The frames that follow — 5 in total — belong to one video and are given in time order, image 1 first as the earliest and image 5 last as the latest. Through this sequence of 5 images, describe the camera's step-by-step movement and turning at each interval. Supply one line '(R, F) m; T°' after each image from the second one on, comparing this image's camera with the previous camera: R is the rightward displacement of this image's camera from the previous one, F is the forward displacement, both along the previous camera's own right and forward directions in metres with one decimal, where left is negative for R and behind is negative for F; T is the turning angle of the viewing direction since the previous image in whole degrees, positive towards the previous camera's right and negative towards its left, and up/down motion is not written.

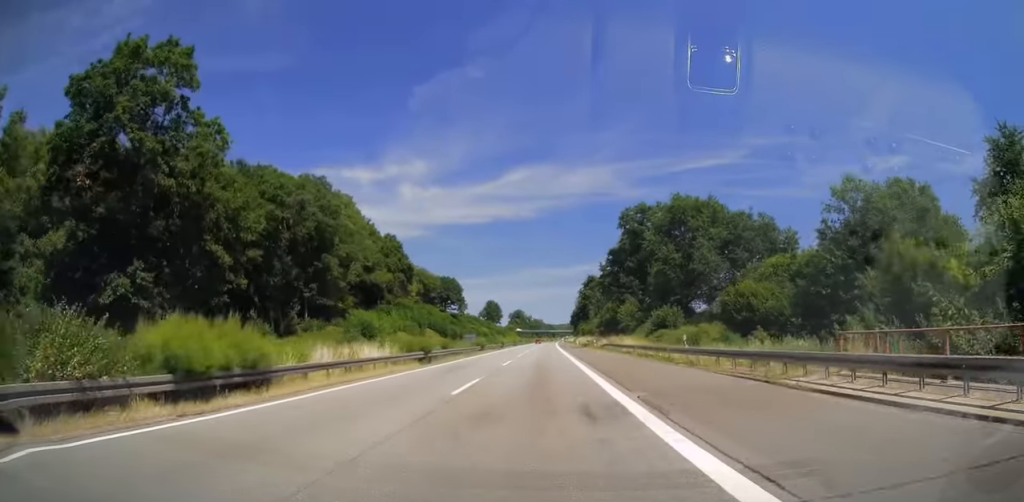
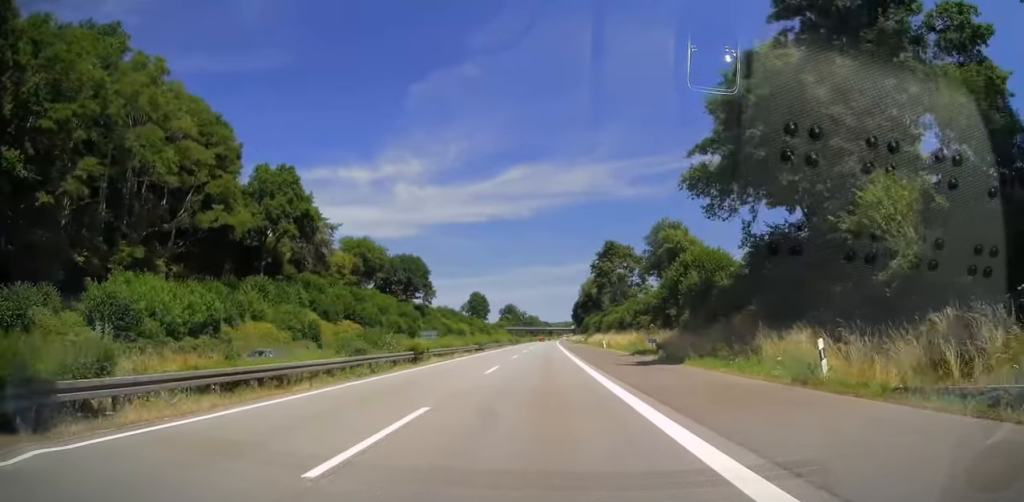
(+0.2, +63.6) m; 0°
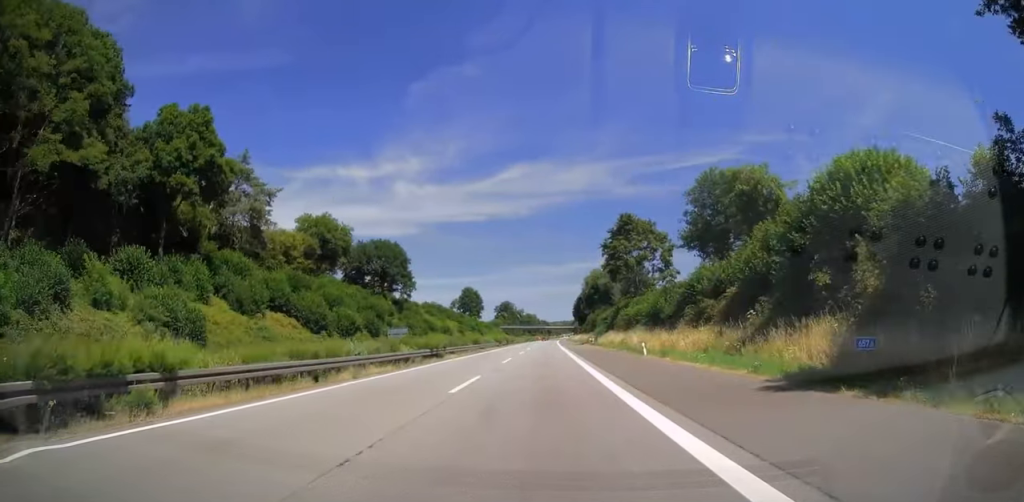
(+0.2, +26.6) m; 0°
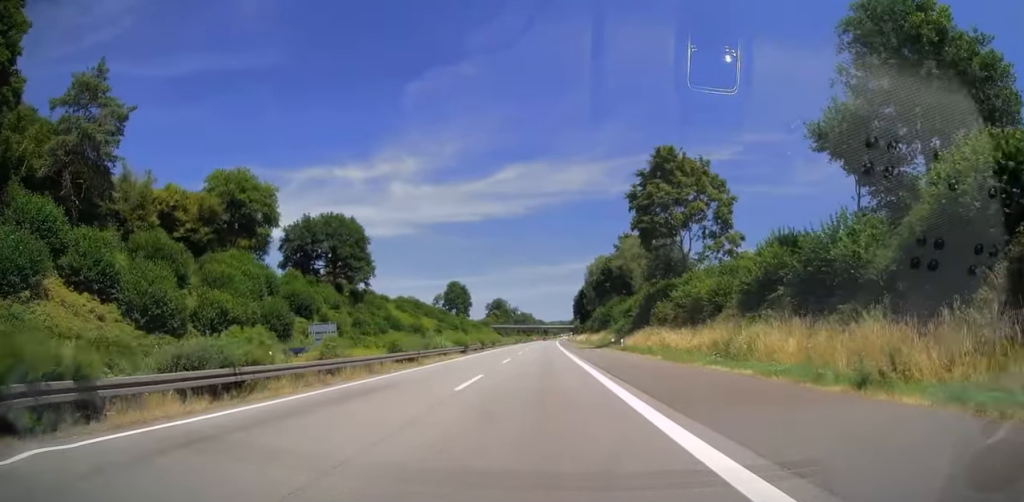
(-0.1, +35.0) m; 0°
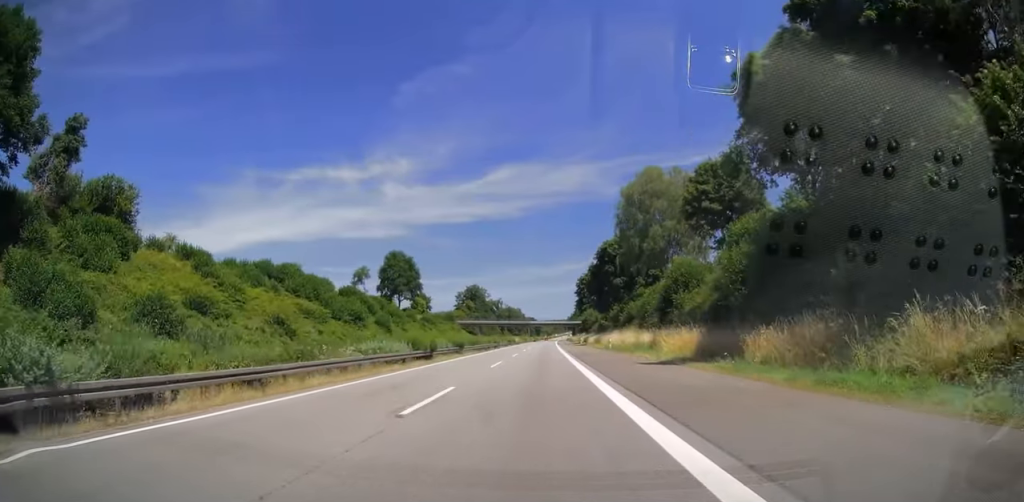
(+0.9, +94.0) m; +1°
